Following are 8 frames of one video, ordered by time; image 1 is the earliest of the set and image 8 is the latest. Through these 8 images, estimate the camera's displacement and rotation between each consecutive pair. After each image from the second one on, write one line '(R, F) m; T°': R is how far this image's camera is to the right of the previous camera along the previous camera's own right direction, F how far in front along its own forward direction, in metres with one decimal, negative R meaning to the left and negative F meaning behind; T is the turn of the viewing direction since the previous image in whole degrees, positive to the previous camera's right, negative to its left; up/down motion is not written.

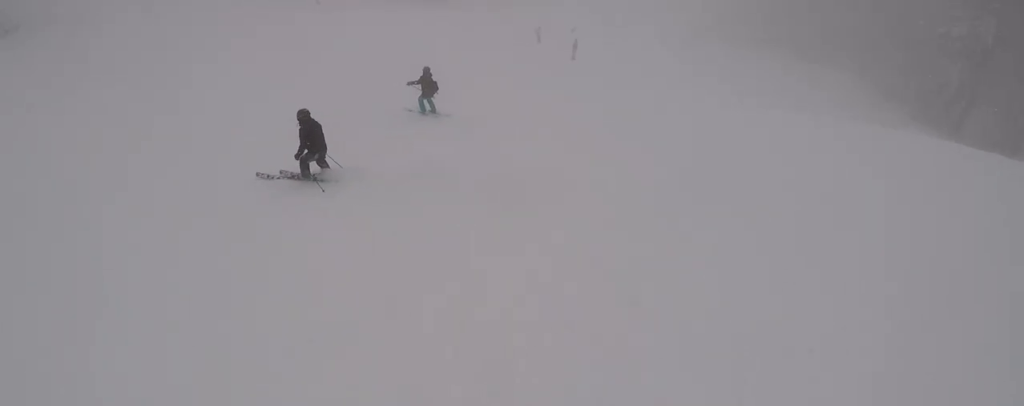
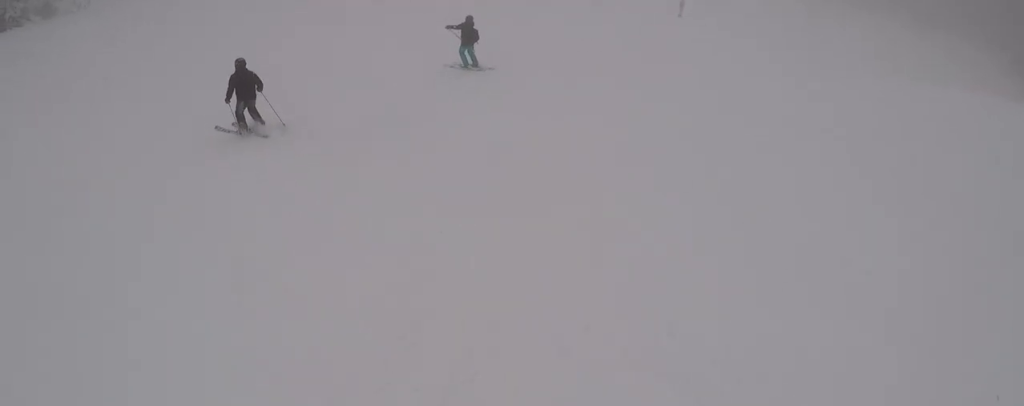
(0.0, +1.9) m; -12°
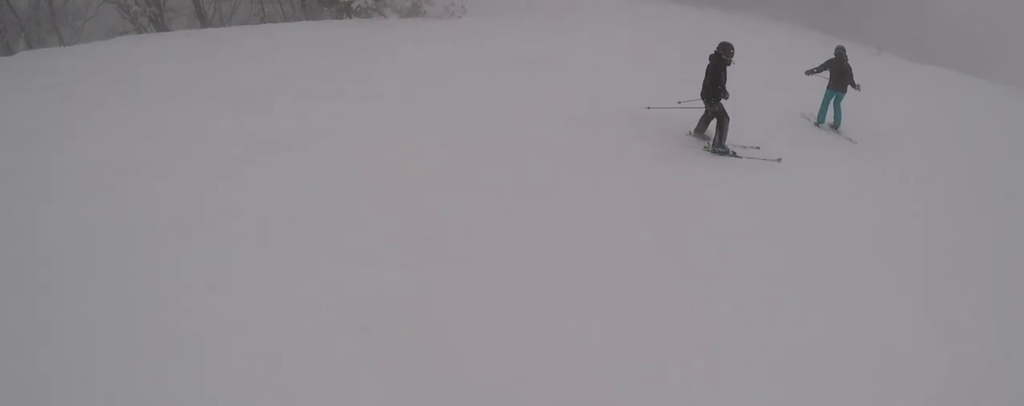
(-4.9, +6.2) m; -55°
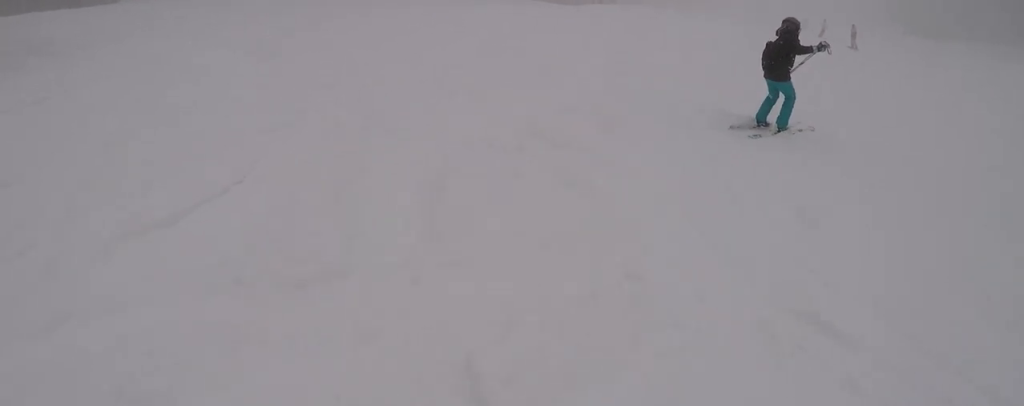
(+2.3, +11.2) m; +29°
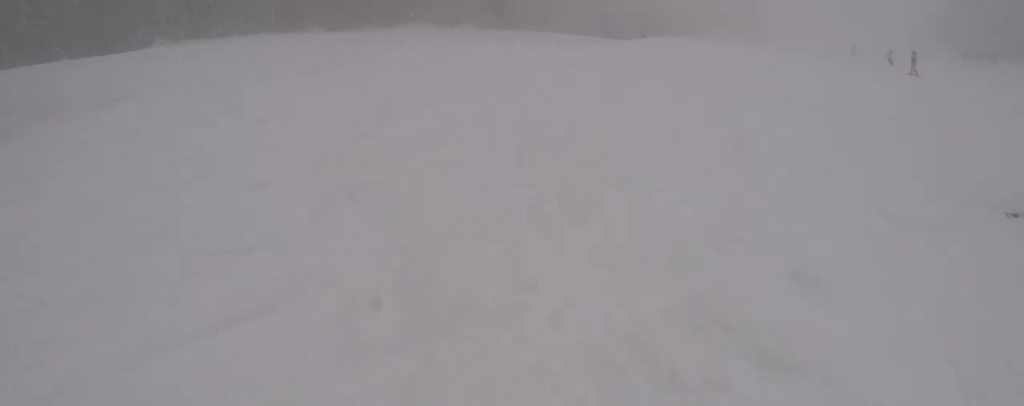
(+0.4, +2.8) m; +11°
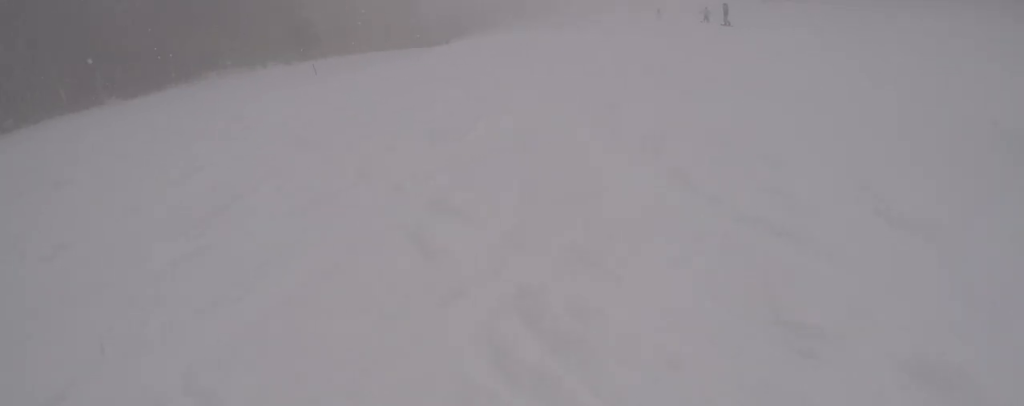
(+0.1, +2.2) m; +3°
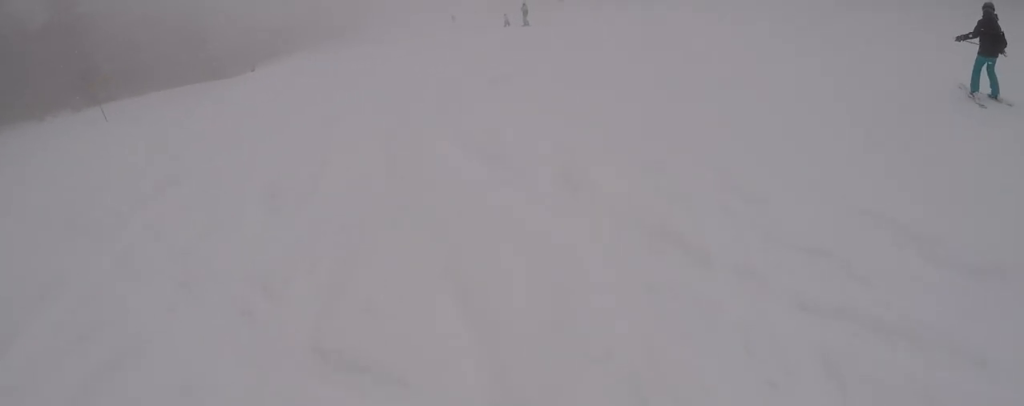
(+0.1, +2.6) m; +9°
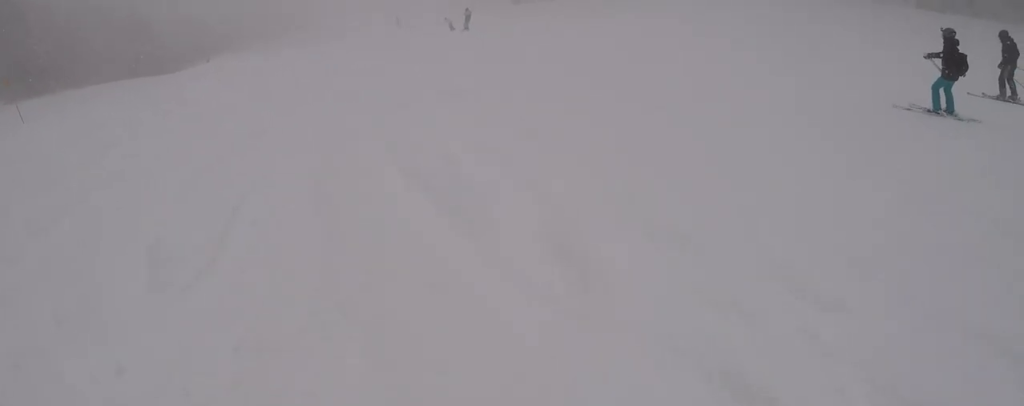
(-0.1, +1.9) m; +11°
